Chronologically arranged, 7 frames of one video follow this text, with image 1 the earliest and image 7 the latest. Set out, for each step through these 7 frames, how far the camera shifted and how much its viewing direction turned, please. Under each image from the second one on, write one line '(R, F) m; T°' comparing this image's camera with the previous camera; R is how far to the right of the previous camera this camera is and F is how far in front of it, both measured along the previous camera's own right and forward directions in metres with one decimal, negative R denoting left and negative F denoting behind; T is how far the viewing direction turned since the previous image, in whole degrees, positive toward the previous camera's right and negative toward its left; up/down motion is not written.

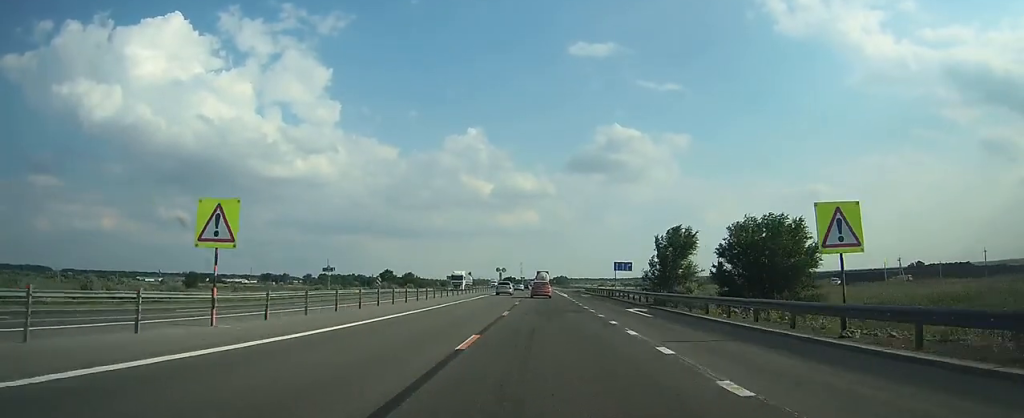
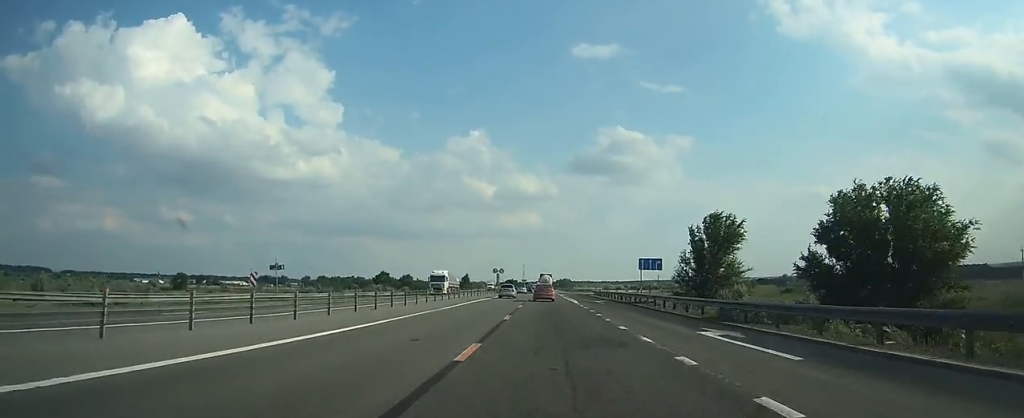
(0.0, +13.4) m; 0°
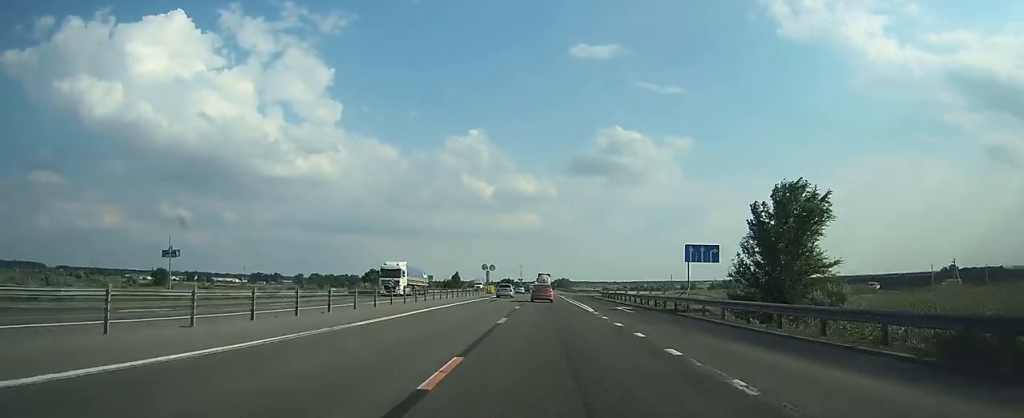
(0.0, +15.3) m; 0°
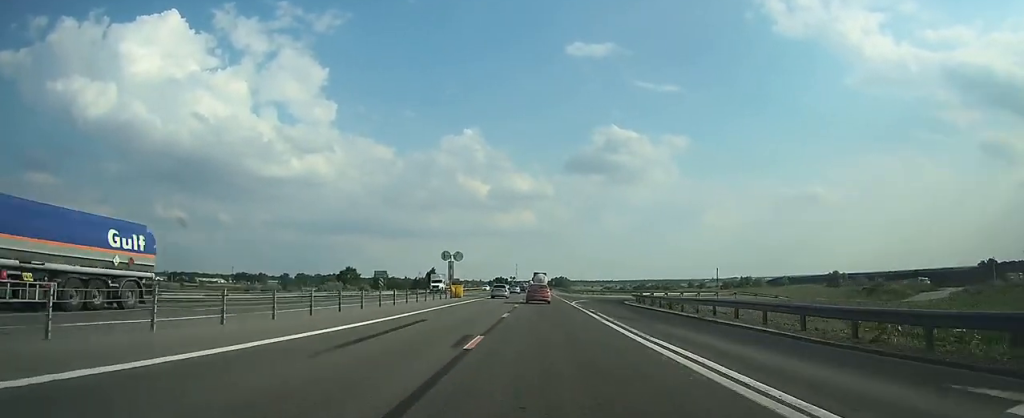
(0.0, +32.1) m; 0°
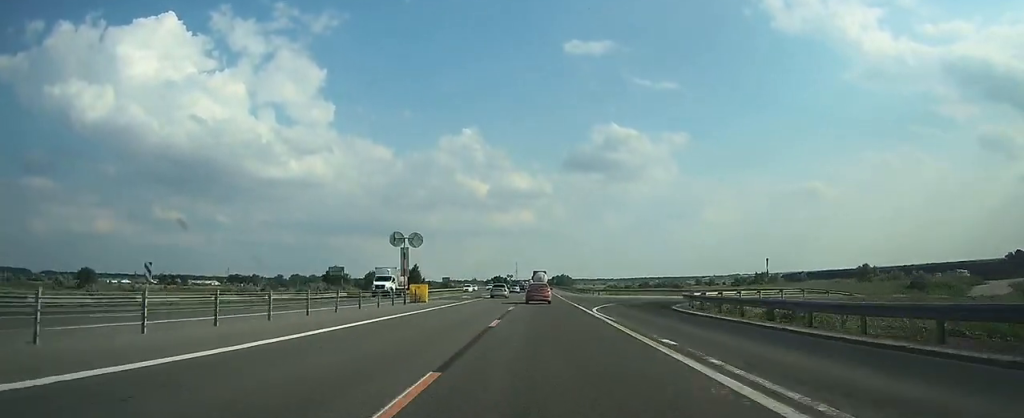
(0.0, +18.6) m; 0°
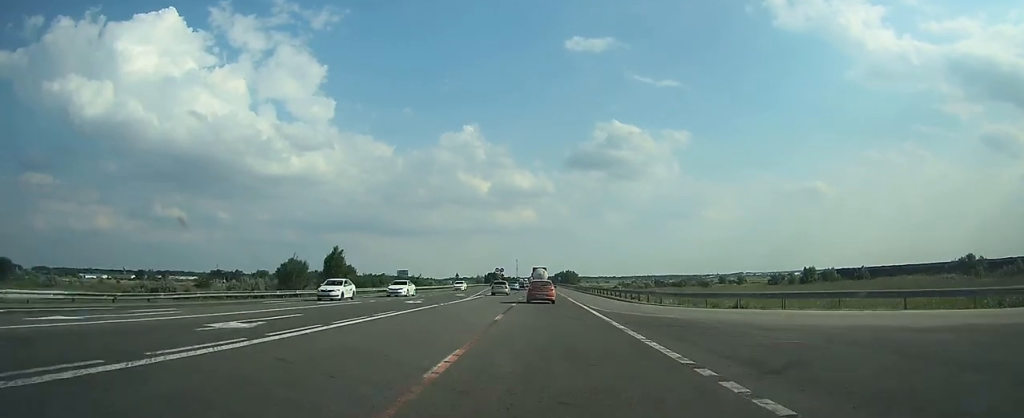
(+0.1, +46.6) m; 0°
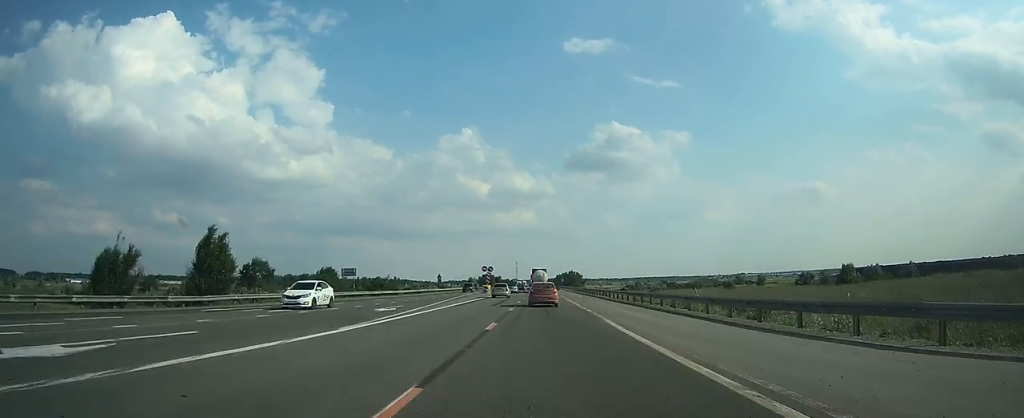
(0.0, +27.7) m; 0°
